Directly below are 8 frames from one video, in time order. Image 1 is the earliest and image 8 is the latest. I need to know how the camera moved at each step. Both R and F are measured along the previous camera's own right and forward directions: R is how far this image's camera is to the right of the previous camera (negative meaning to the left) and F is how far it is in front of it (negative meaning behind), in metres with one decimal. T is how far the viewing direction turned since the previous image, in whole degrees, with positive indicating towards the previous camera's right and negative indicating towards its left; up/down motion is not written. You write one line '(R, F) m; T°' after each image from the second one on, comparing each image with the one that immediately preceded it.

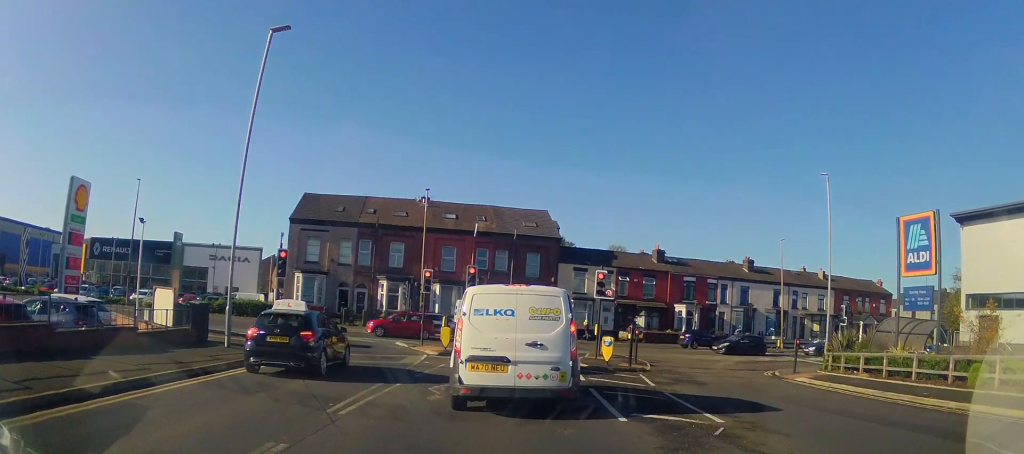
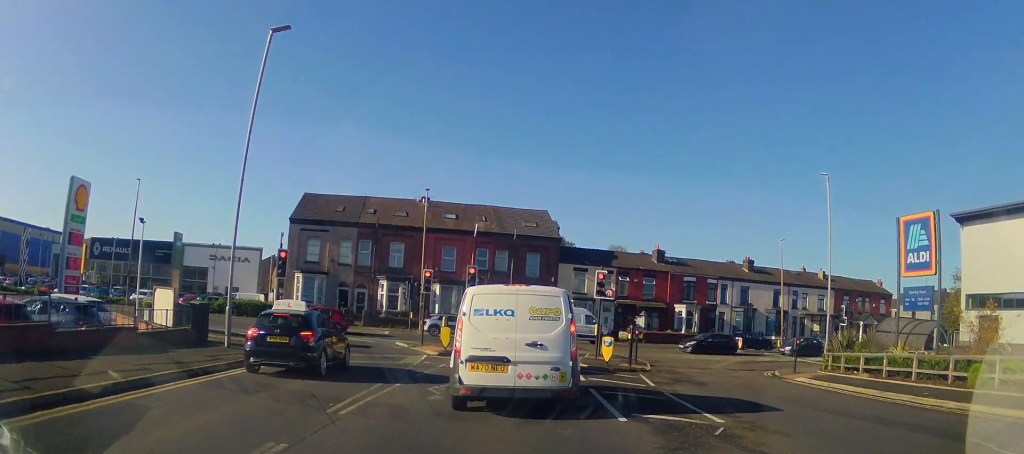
(0.0, 0.0) m; 0°
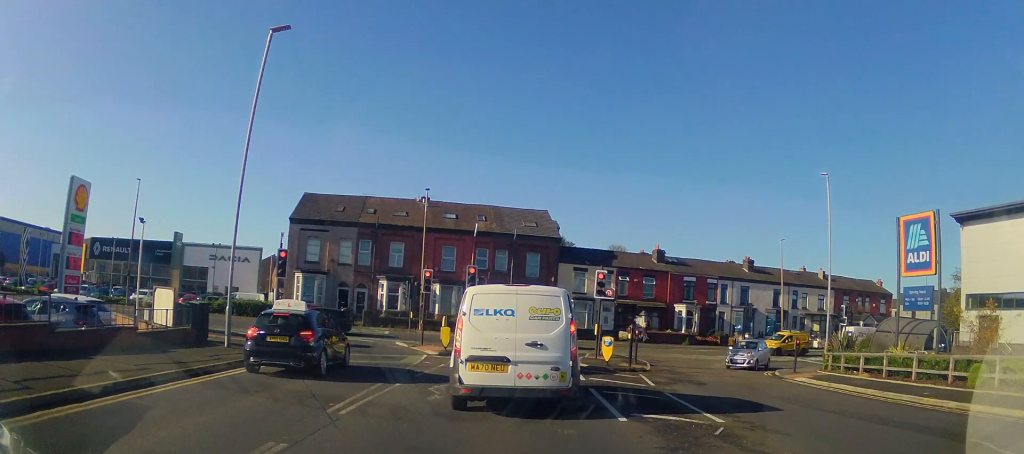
(0.0, 0.0) m; 0°
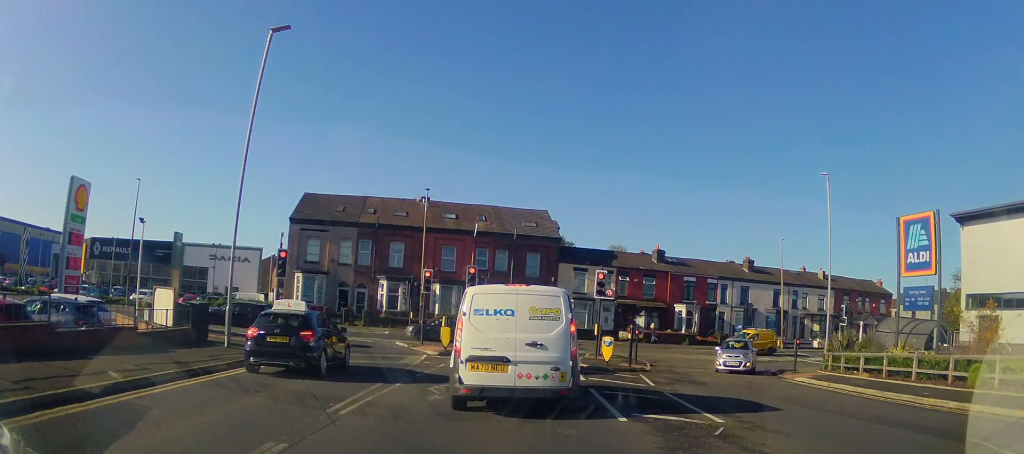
(0.0, 0.0) m; 0°
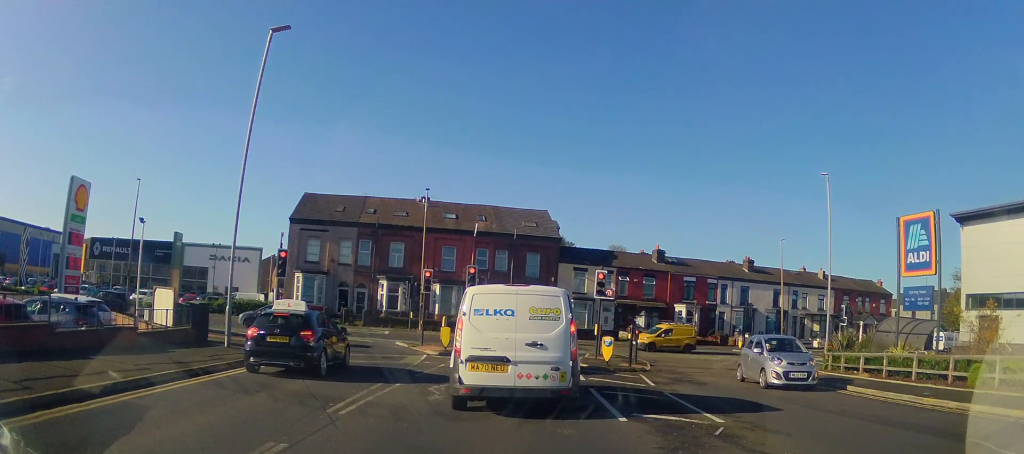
(0.0, 0.0) m; 0°
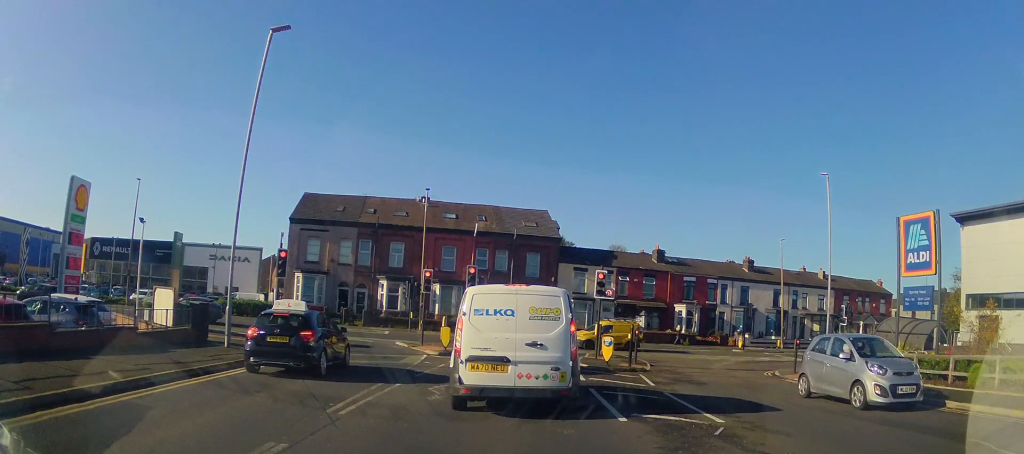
(0.0, 0.0) m; 0°
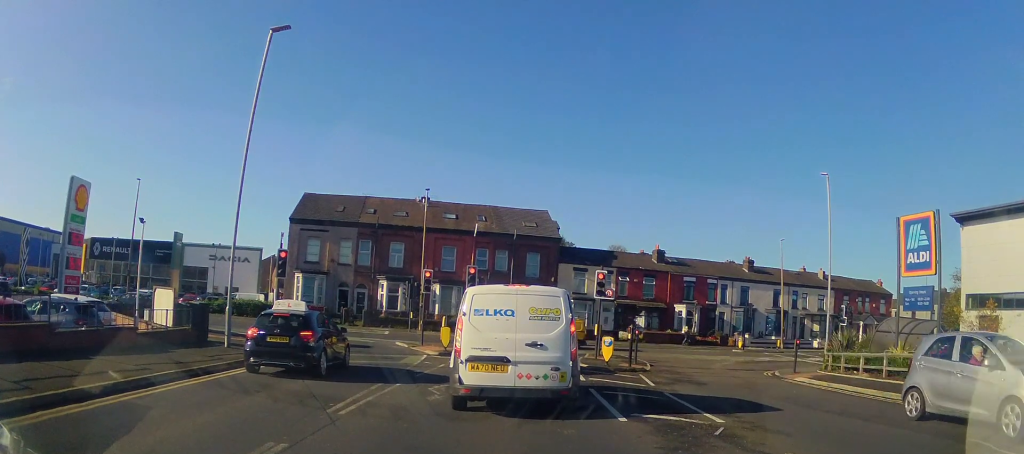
(0.0, 0.0) m; 0°
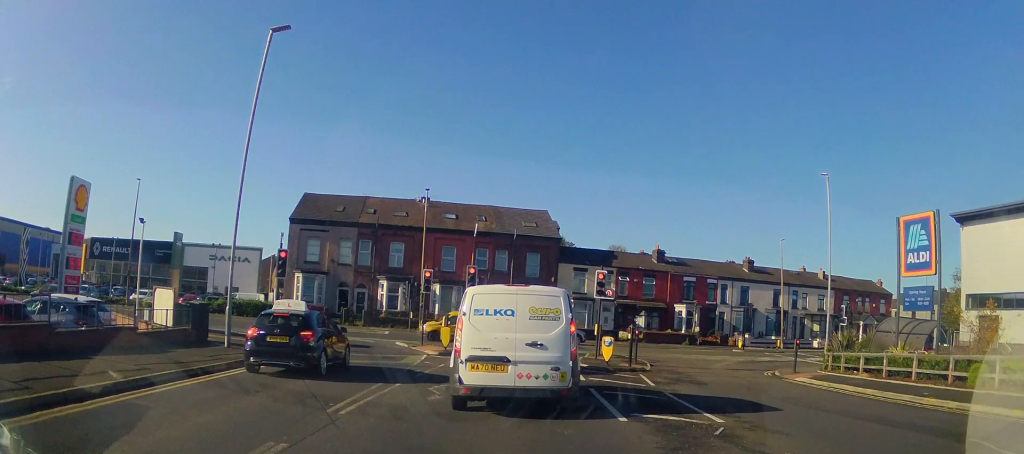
(0.0, 0.0) m; 0°
